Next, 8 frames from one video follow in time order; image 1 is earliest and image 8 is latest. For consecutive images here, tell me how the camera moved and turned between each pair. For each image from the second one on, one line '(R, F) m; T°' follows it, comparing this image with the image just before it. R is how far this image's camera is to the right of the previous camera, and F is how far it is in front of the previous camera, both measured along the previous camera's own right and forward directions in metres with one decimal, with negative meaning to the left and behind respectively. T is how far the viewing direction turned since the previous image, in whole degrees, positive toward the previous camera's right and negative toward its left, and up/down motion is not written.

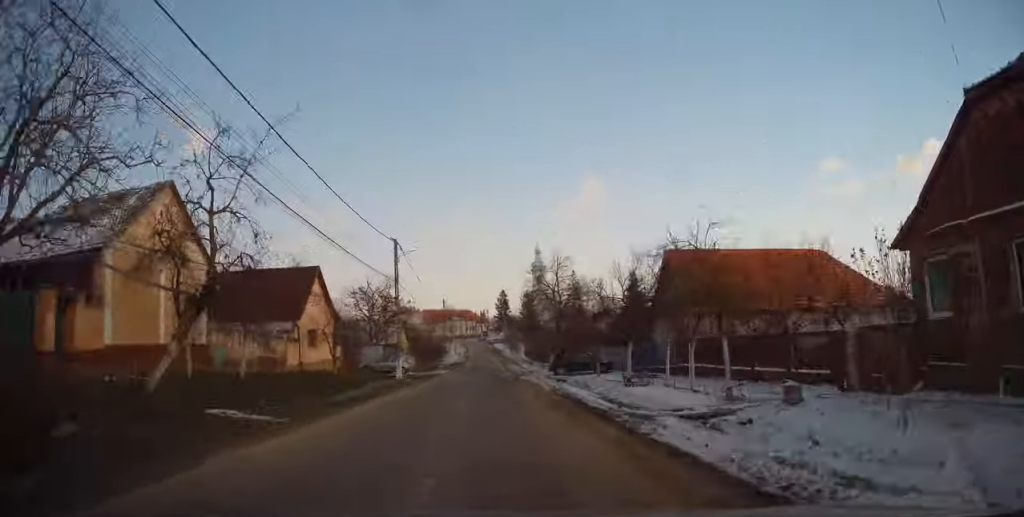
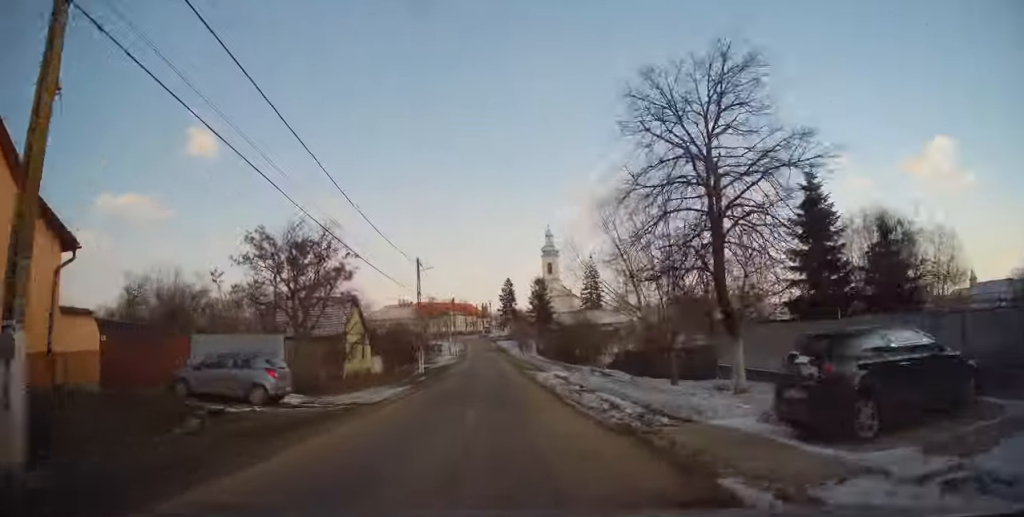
(+0.3, +26.9) m; +1°
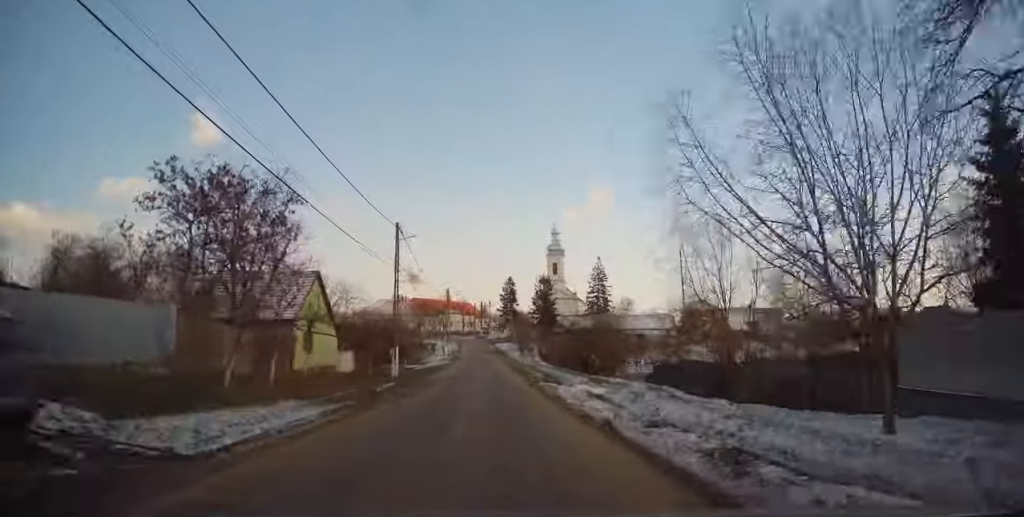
(0.0, +10.0) m; 0°
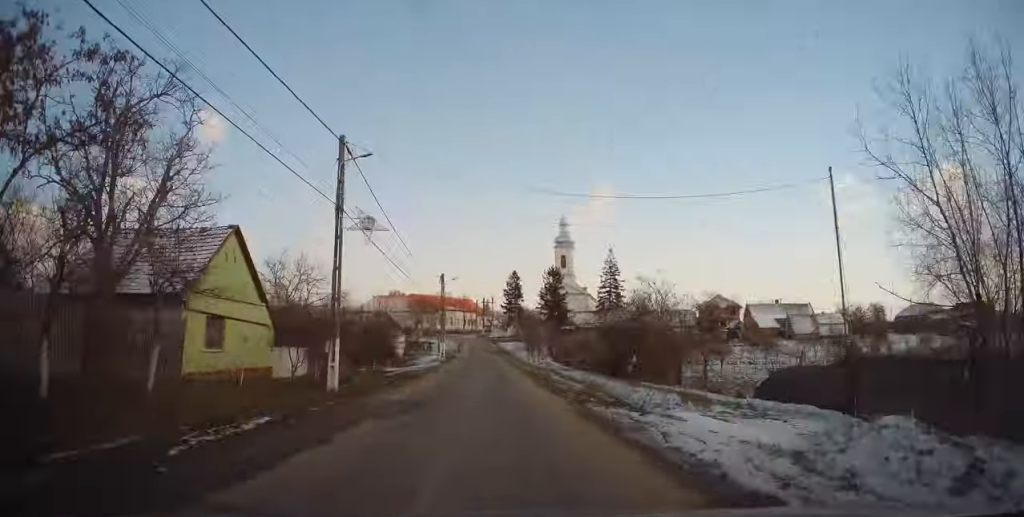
(+0.1, +11.9) m; 0°
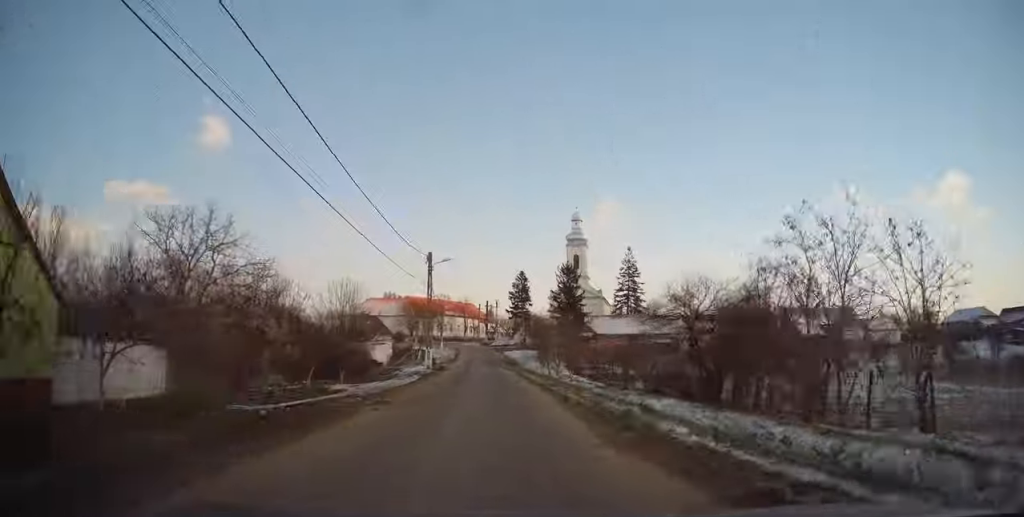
(0.0, +14.9) m; 0°
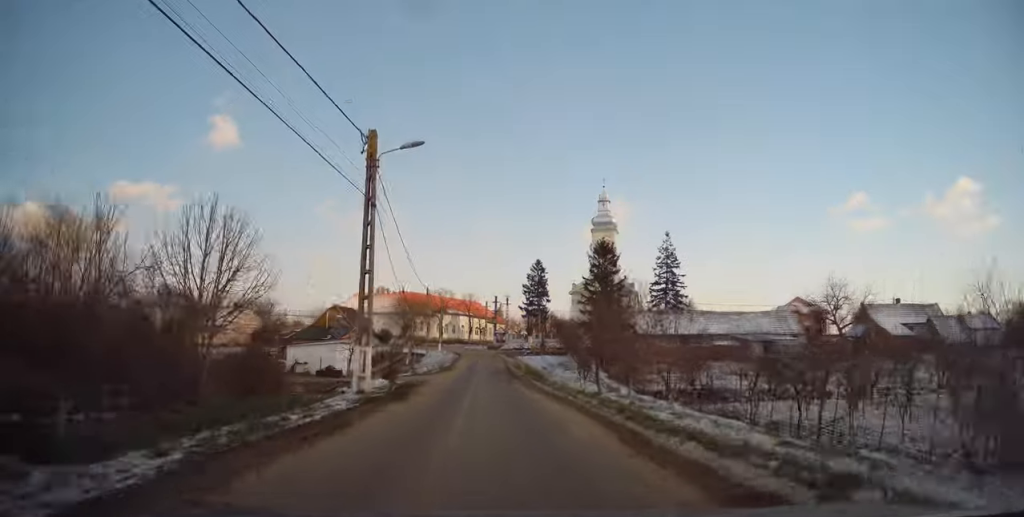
(0.0, +21.8) m; 0°
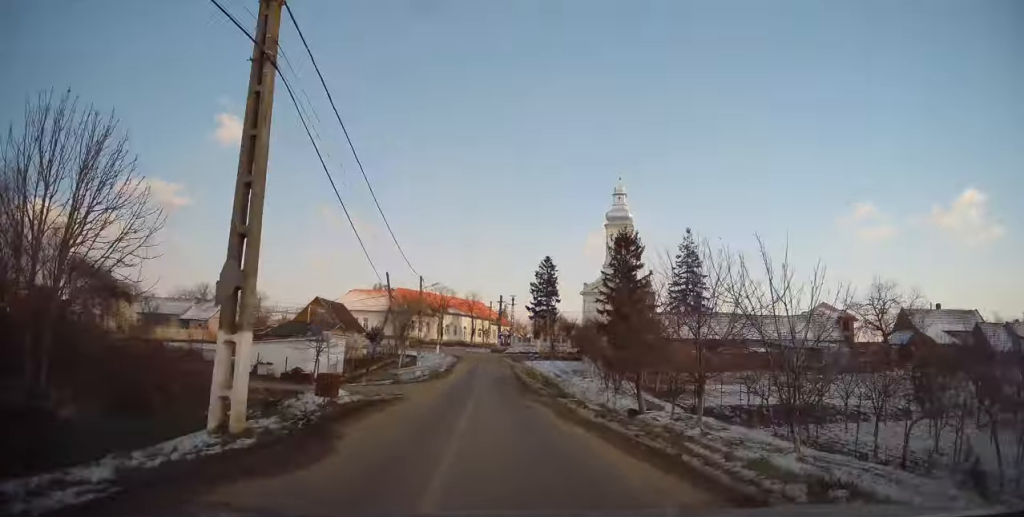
(0.0, +8.7) m; 0°
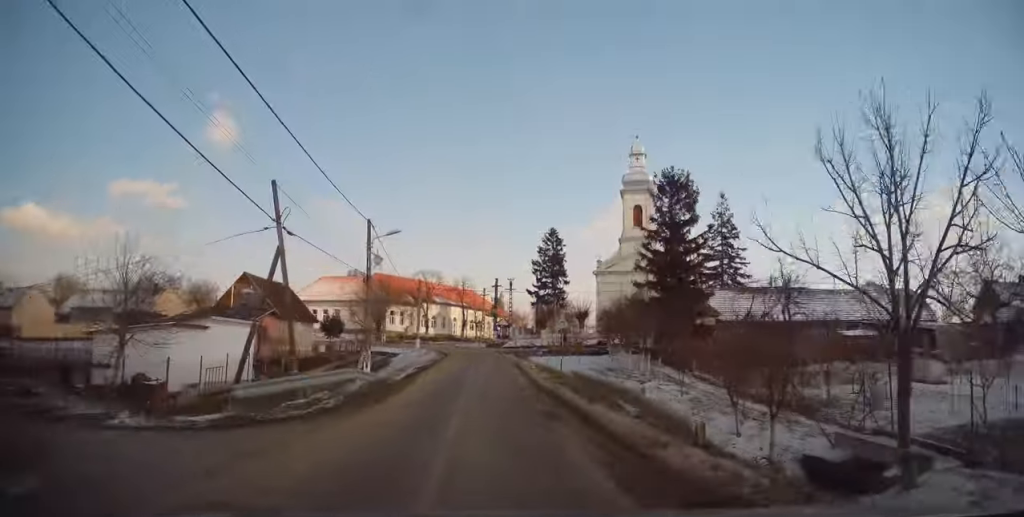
(-0.1, +18.1) m; -1°
